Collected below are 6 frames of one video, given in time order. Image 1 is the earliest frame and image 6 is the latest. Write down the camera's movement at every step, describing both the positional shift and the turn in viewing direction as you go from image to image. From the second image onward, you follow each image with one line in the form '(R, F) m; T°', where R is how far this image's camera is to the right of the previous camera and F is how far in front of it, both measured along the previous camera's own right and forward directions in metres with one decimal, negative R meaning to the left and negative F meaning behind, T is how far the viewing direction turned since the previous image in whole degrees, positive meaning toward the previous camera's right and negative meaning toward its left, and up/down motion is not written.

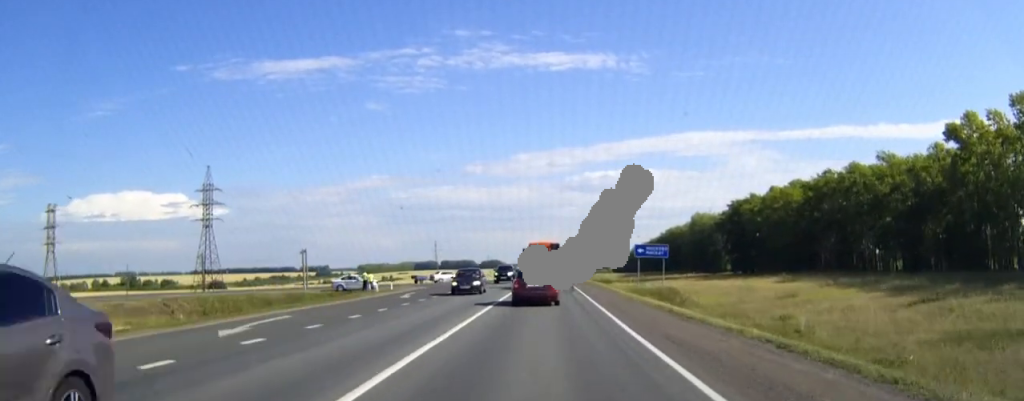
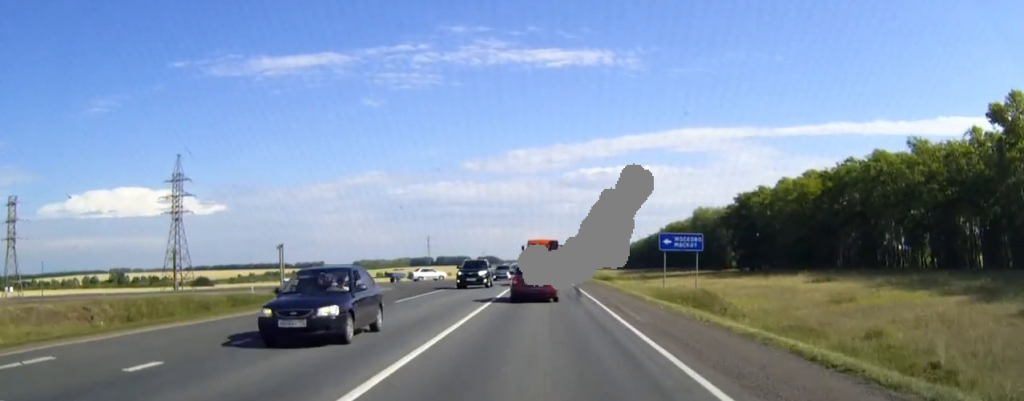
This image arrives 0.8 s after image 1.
(+0.1, +12.6) m; 0°
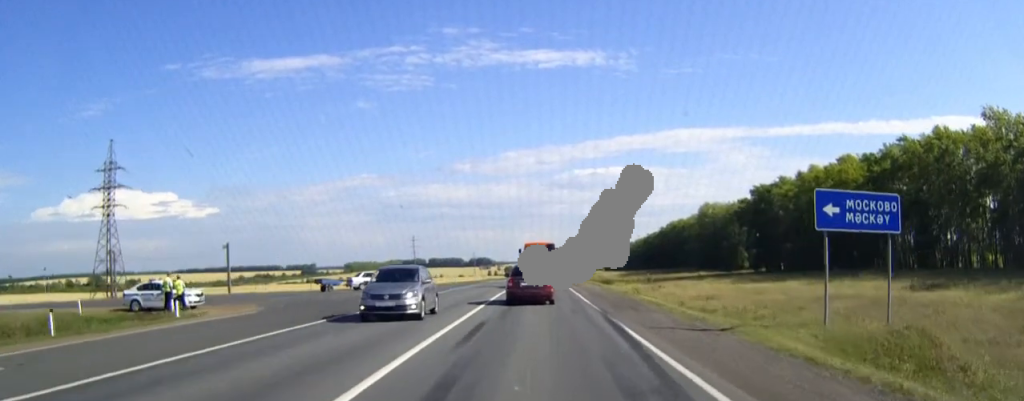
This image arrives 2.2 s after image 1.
(+0.1, +23.7) m; 0°
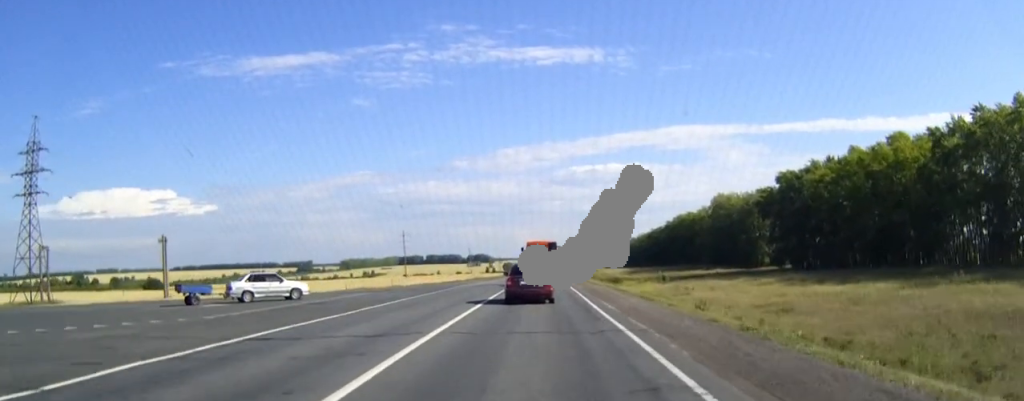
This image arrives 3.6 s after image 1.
(+0.1, +22.9) m; 0°
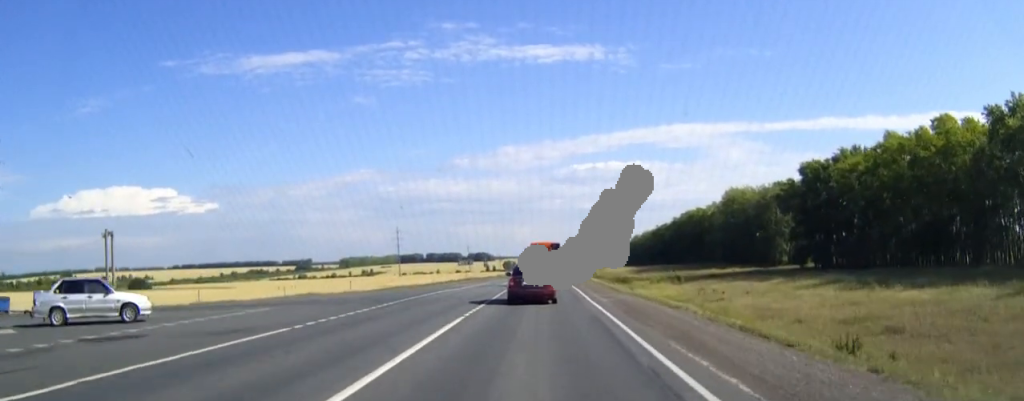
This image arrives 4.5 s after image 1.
(0.0, +15.7) m; 0°
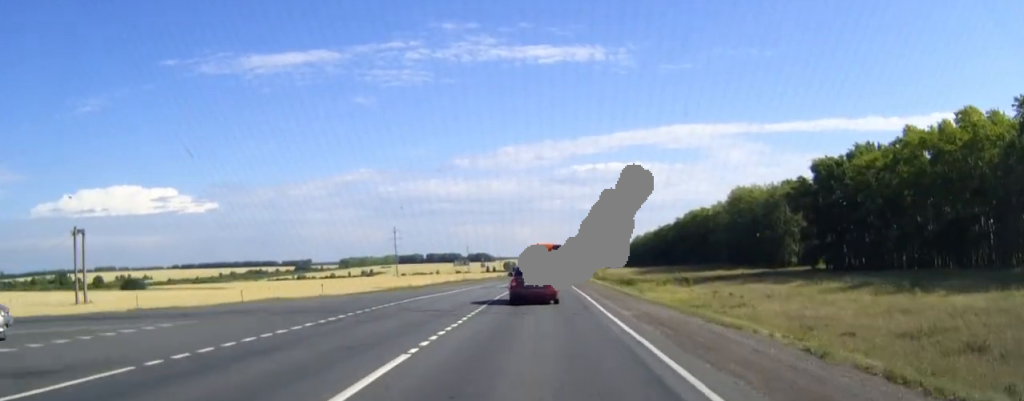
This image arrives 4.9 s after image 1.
(0.0, +7.3) m; 0°
